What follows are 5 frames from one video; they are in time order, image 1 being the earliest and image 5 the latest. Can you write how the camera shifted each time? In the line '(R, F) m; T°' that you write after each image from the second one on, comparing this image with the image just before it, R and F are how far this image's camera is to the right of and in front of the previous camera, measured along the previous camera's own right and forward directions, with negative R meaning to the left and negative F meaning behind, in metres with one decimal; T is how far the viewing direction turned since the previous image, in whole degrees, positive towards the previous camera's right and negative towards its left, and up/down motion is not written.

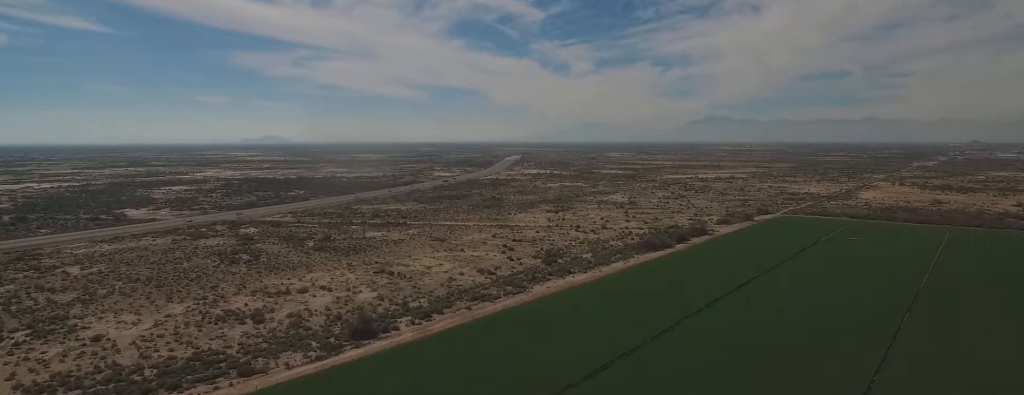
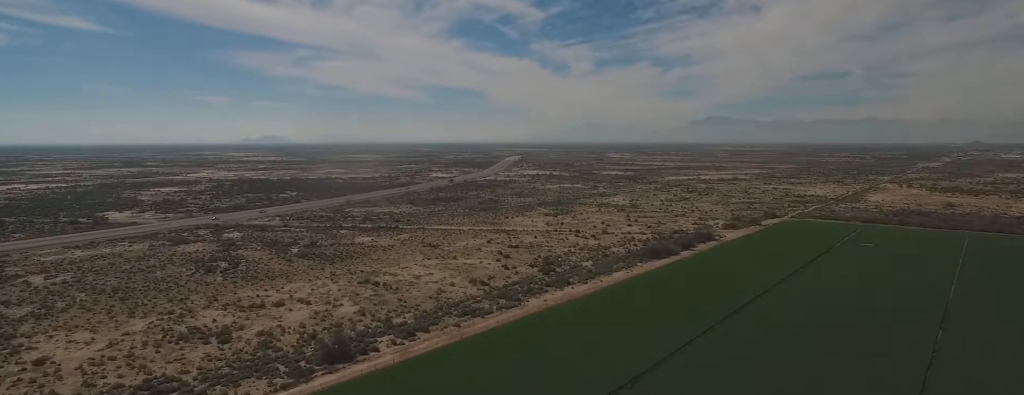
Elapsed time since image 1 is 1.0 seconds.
(+0.5, +16.2) m; +2°
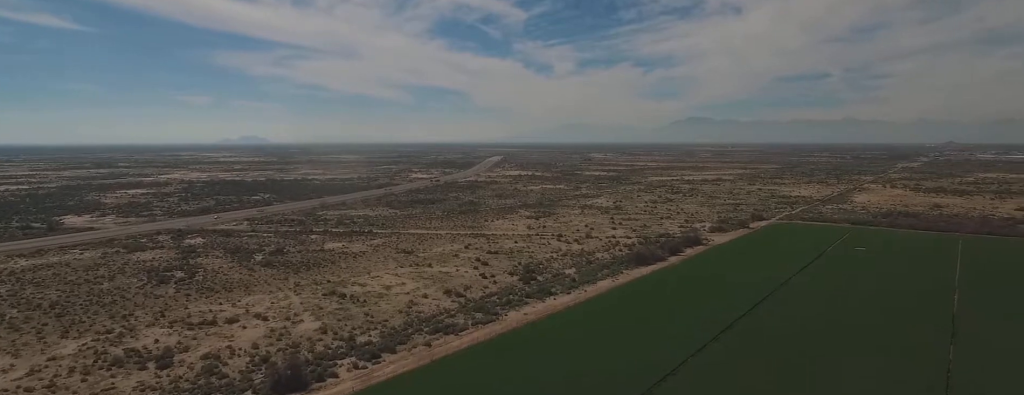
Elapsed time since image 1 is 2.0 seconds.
(+0.2, +15.3) m; +1°
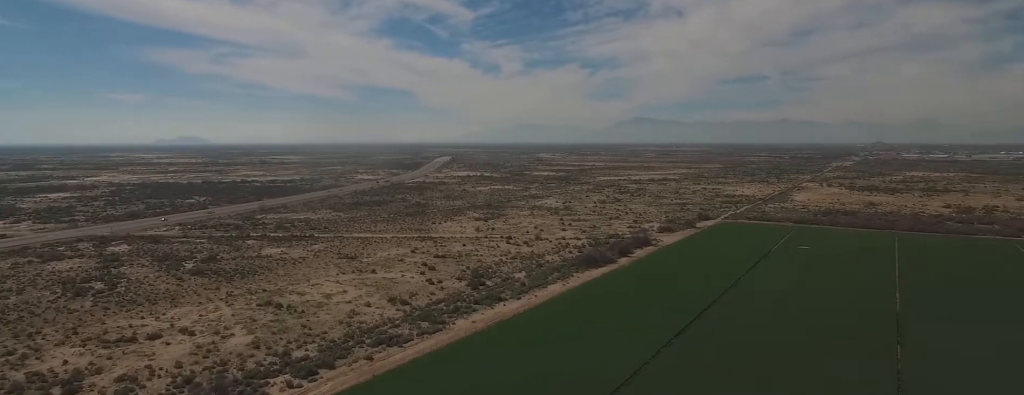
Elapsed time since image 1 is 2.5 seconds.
(0.0, +7.4) m; 0°
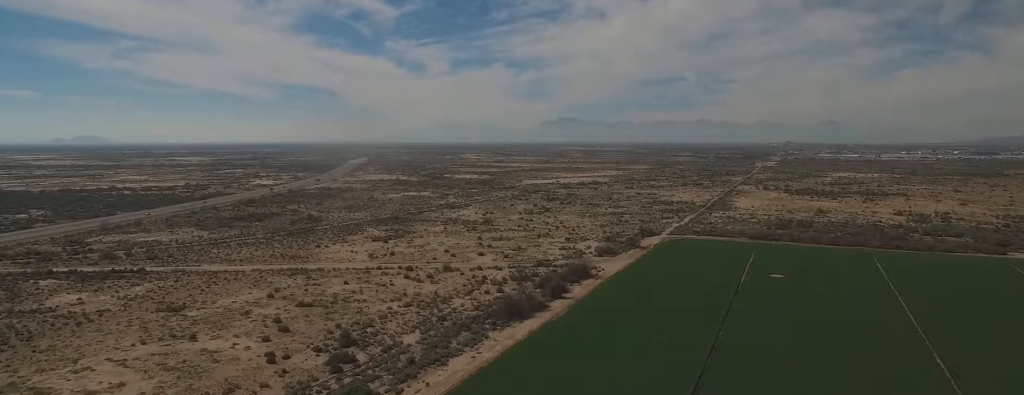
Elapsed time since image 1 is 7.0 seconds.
(+3.9, +72.2) m; +5°
